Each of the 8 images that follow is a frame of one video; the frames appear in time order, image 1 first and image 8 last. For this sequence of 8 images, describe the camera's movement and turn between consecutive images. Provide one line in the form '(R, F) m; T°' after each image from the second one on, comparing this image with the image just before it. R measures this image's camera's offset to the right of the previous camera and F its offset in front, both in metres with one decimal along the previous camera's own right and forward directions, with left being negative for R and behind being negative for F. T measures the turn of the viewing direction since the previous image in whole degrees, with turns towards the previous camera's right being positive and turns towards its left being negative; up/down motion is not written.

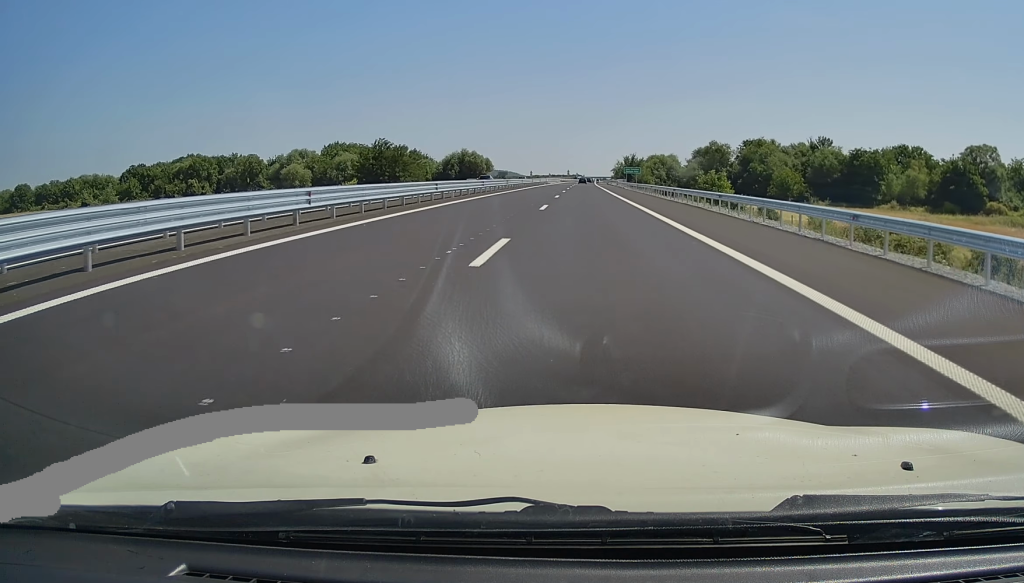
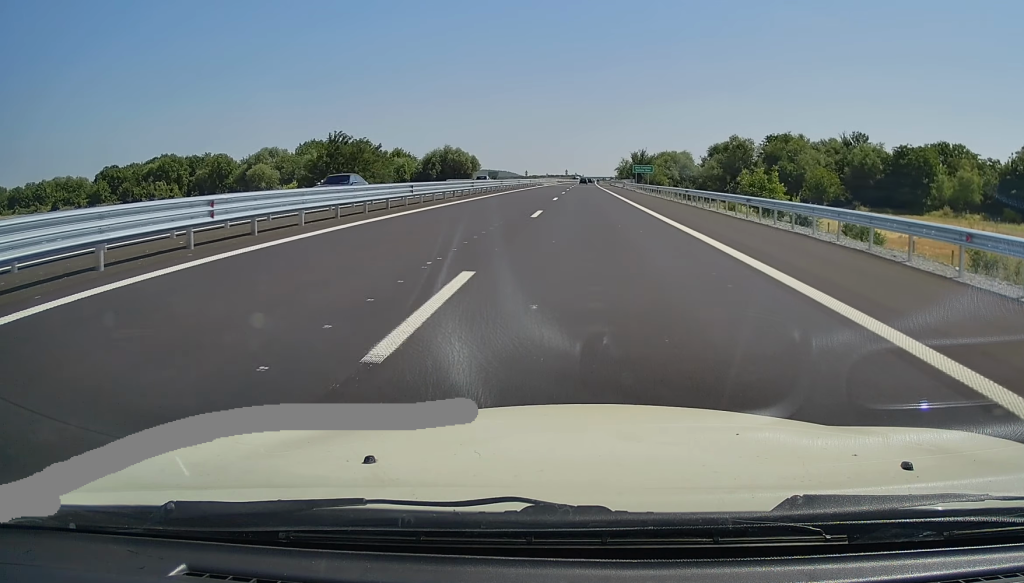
(0.0, +21.1) m; 0°
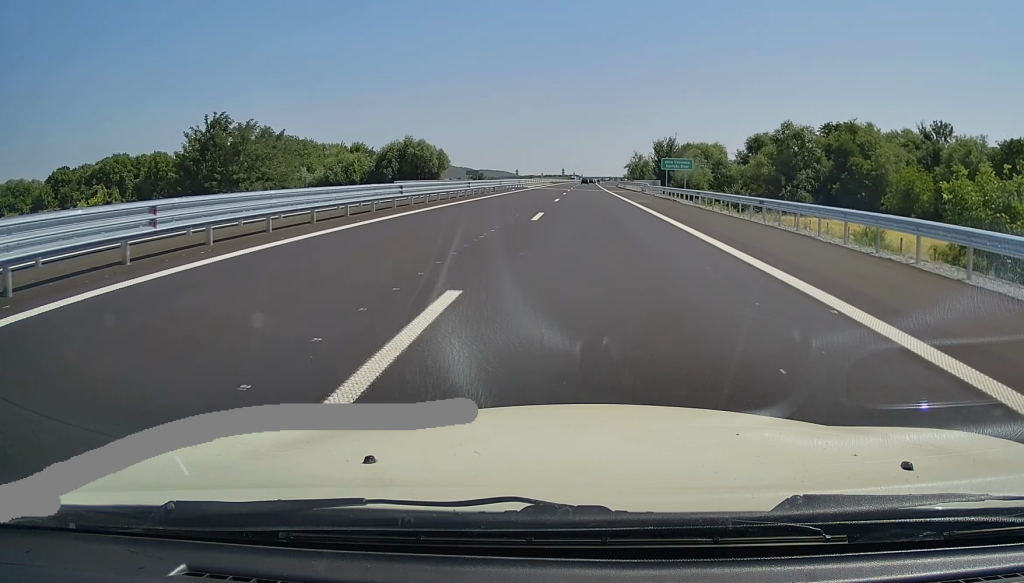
(0.0, +34.0) m; 0°
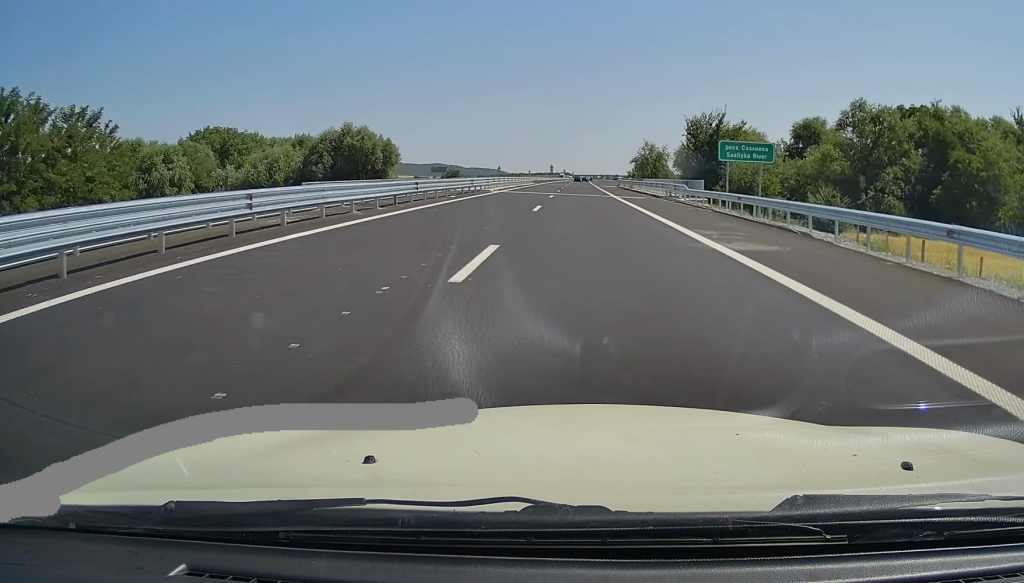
(0.0, +27.9) m; 0°
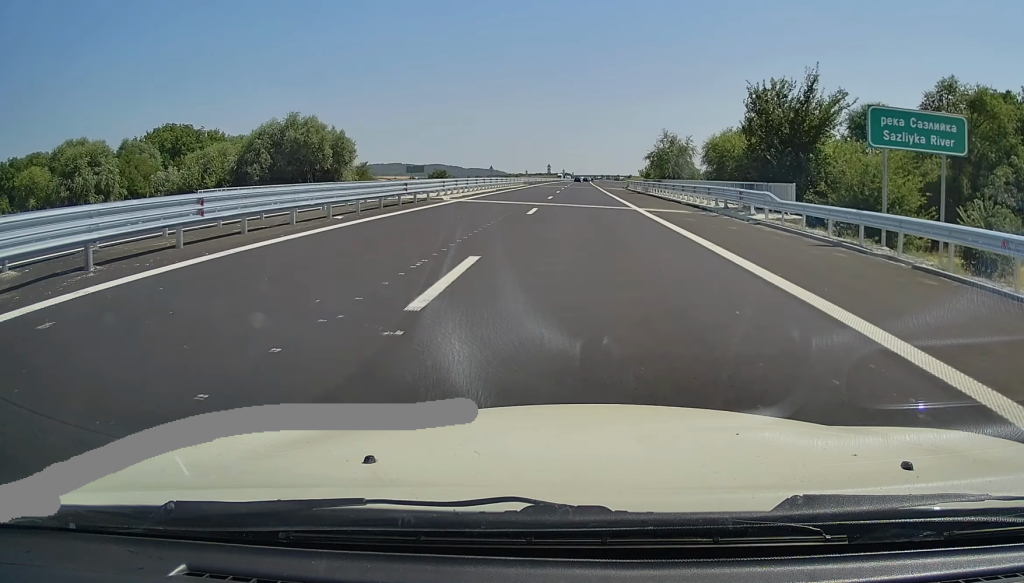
(0.0, +18.0) m; 0°
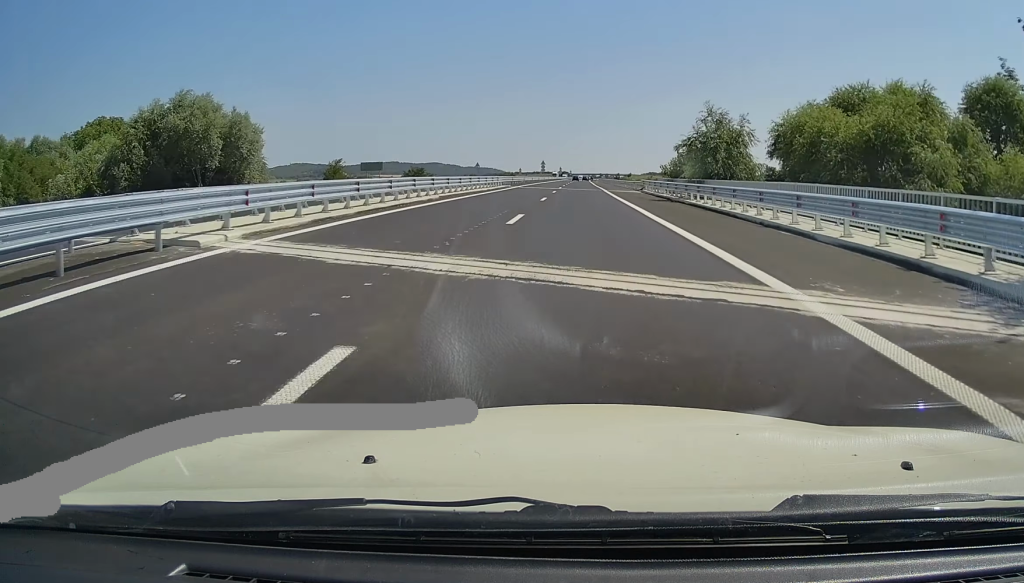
(+0.2, +22.0) m; +1°
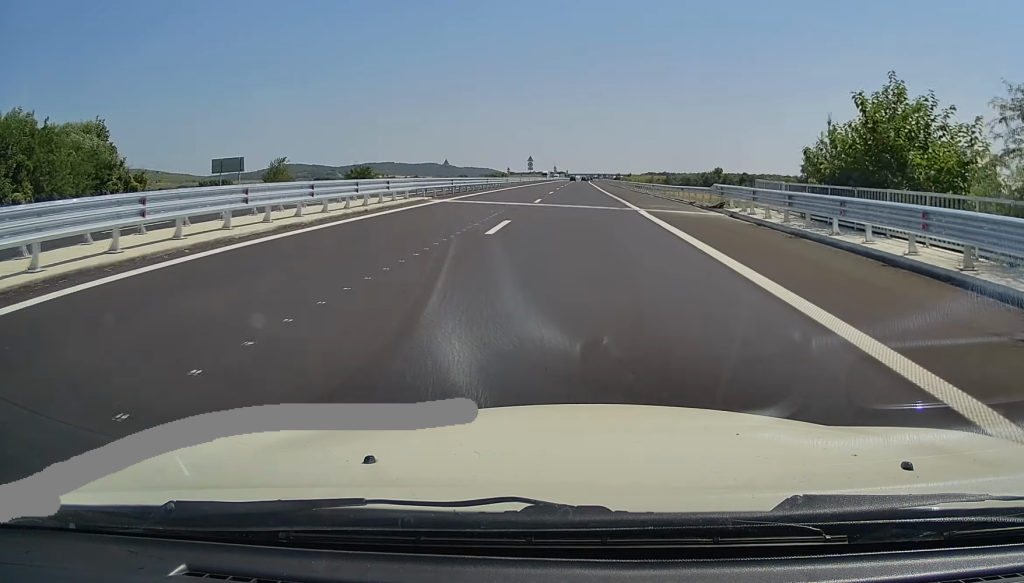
(+0.3, +35.8) m; 0°
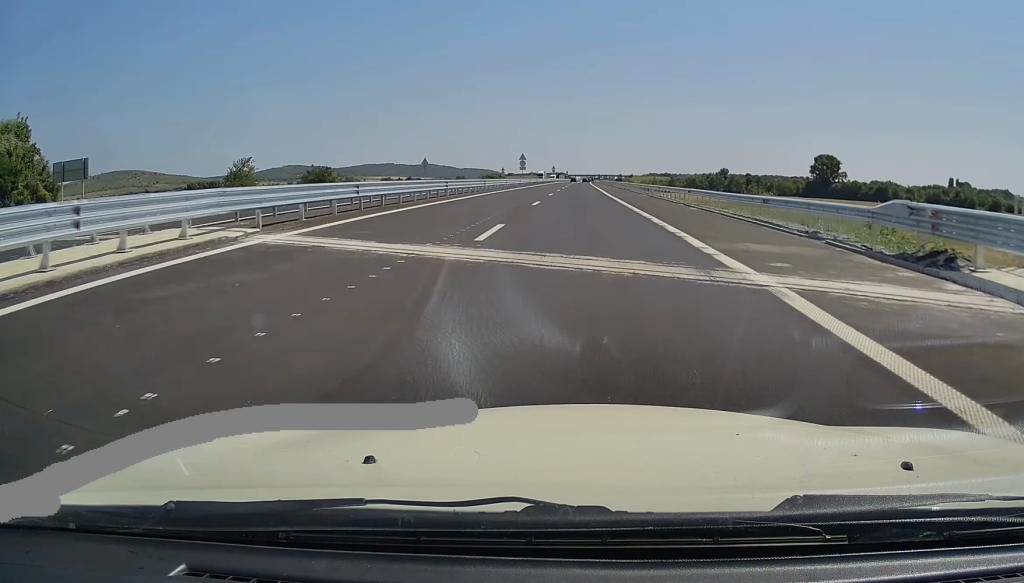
(0.0, +17.8) m; 0°
